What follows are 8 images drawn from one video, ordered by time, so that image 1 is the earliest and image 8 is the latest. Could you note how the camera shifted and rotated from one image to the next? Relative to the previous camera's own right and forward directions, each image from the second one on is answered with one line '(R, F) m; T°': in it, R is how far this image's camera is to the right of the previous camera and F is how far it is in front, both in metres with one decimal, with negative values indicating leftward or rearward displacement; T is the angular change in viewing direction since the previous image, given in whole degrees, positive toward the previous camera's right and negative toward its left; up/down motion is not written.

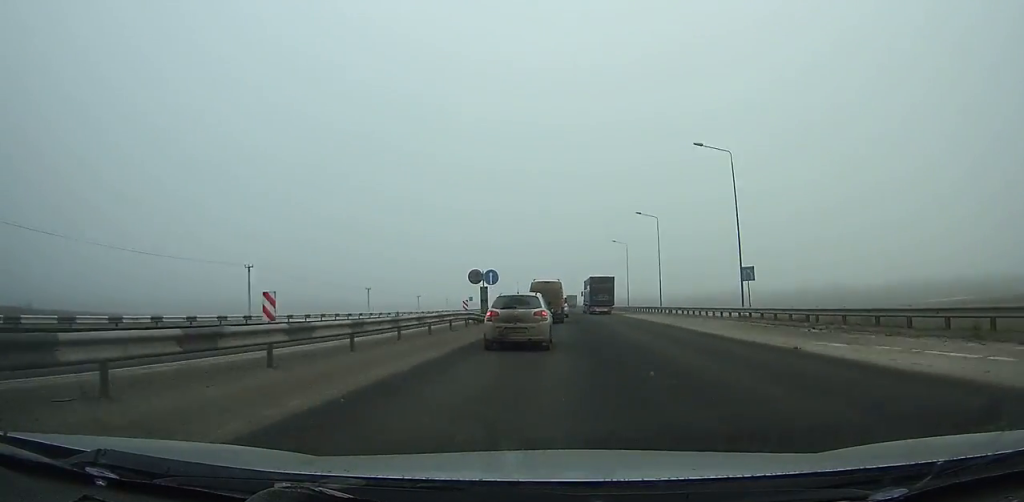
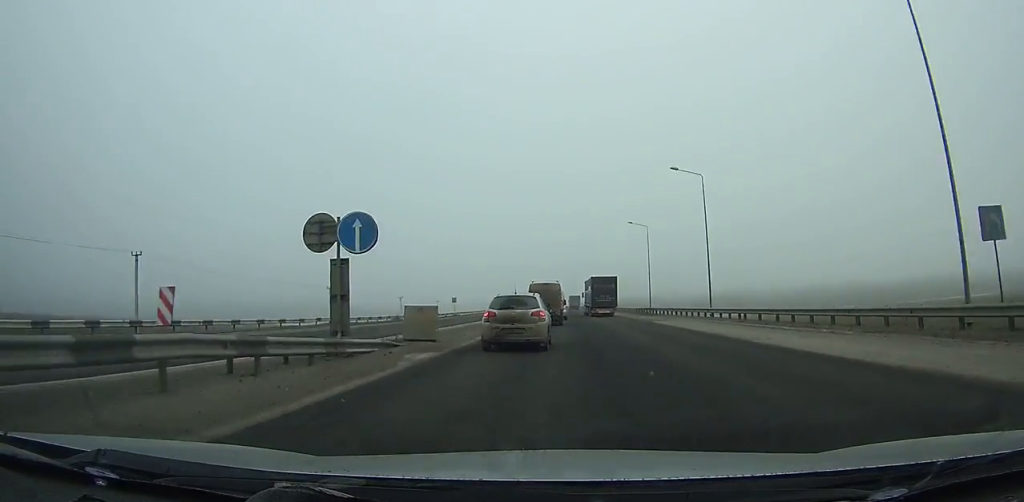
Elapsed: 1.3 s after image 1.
(0.0, +21.8) m; 0°
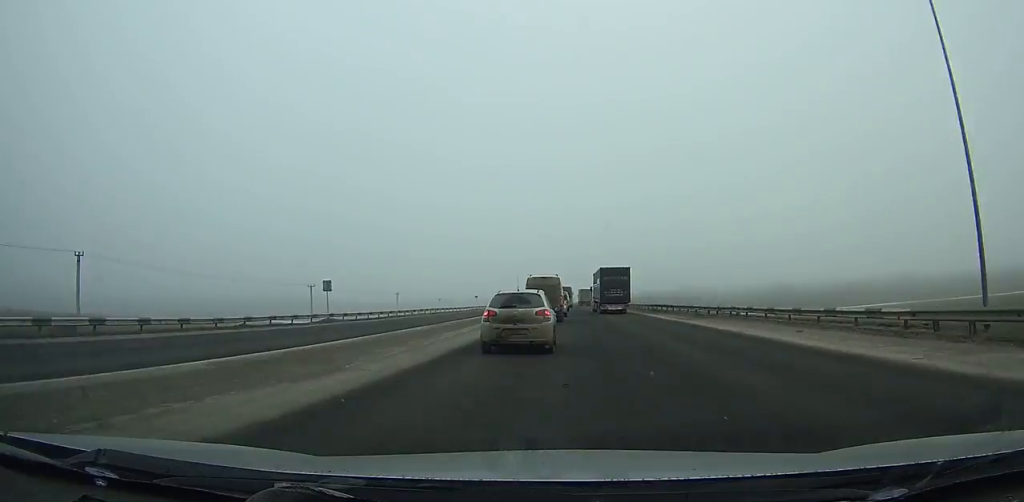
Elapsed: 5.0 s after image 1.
(-0.7, +60.1) m; -1°
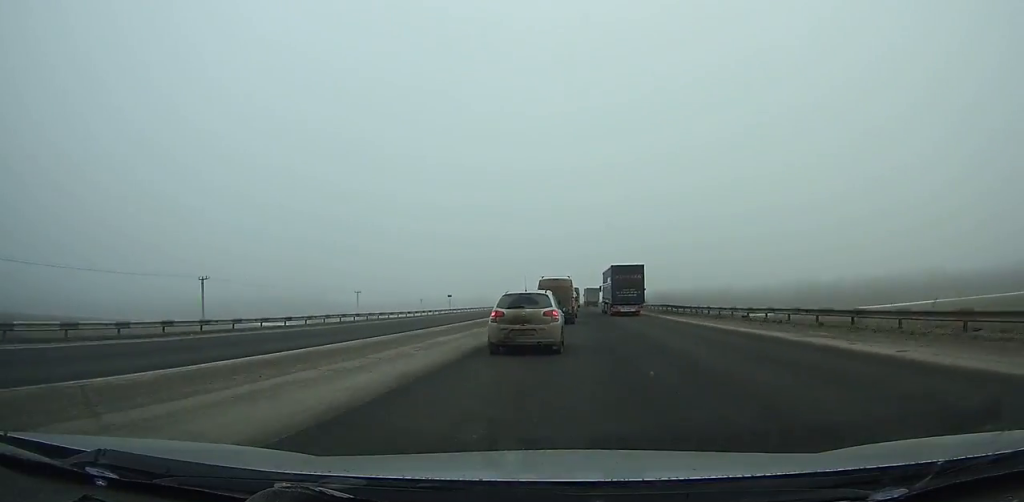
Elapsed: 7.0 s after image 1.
(-0.2, +31.4) m; 0°
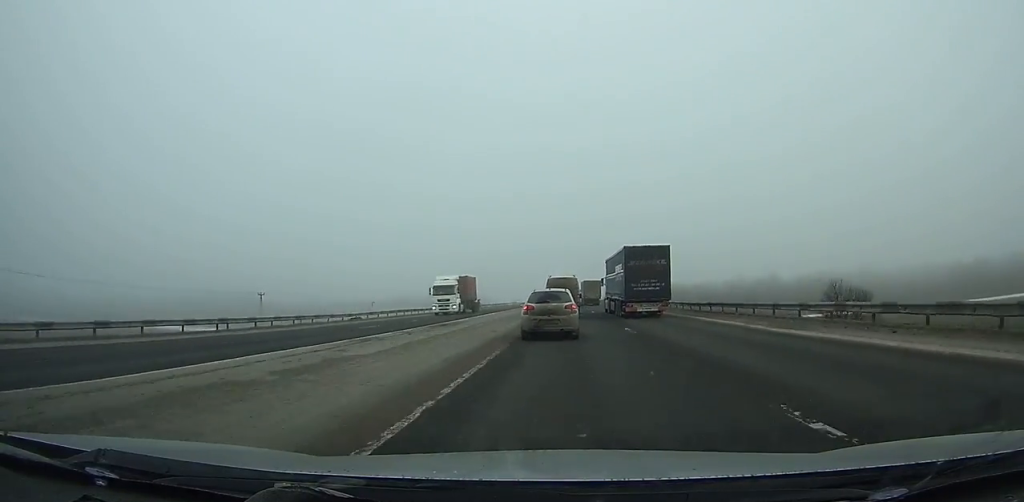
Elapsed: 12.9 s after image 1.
(+0.7, +88.5) m; +1°
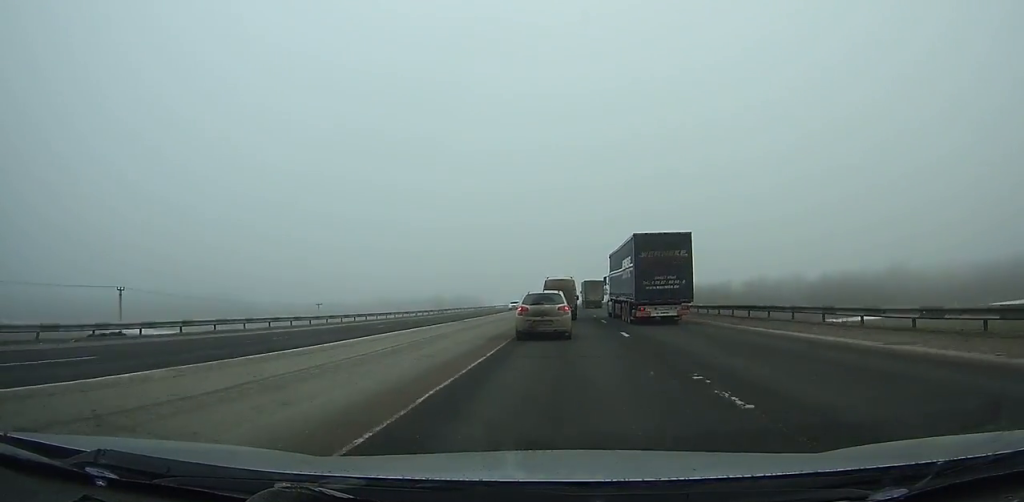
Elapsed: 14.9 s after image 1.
(+0.2, +29.4) m; 0°
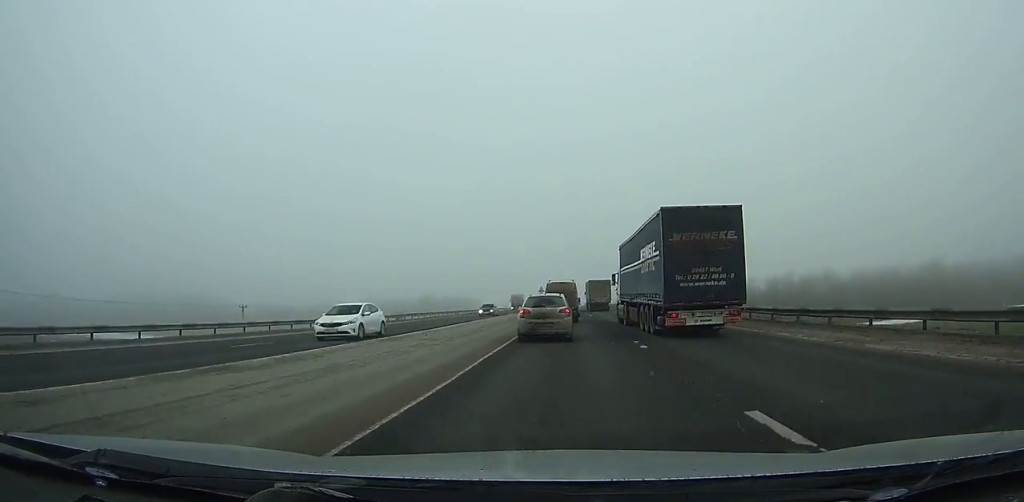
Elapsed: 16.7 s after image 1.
(-0.1, +26.5) m; 0°
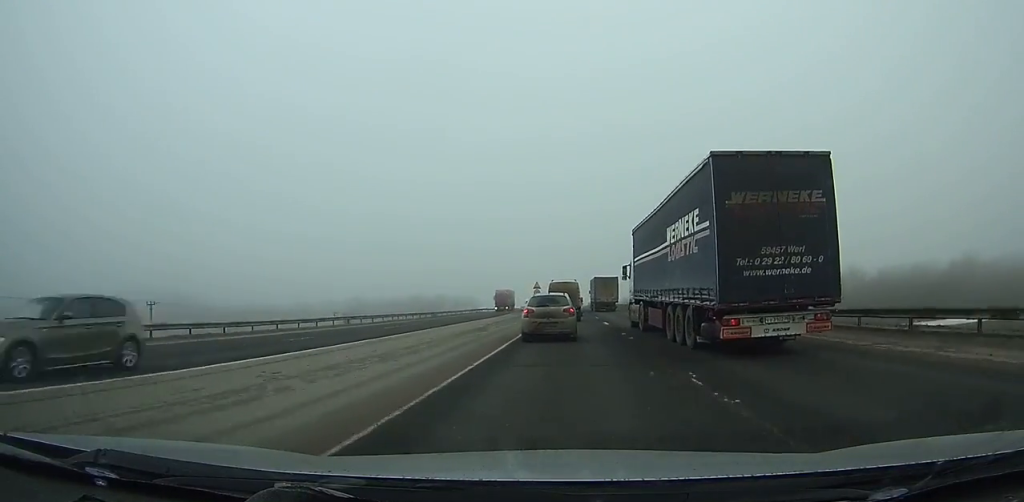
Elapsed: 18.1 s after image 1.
(-0.1, +20.6) m; -1°
